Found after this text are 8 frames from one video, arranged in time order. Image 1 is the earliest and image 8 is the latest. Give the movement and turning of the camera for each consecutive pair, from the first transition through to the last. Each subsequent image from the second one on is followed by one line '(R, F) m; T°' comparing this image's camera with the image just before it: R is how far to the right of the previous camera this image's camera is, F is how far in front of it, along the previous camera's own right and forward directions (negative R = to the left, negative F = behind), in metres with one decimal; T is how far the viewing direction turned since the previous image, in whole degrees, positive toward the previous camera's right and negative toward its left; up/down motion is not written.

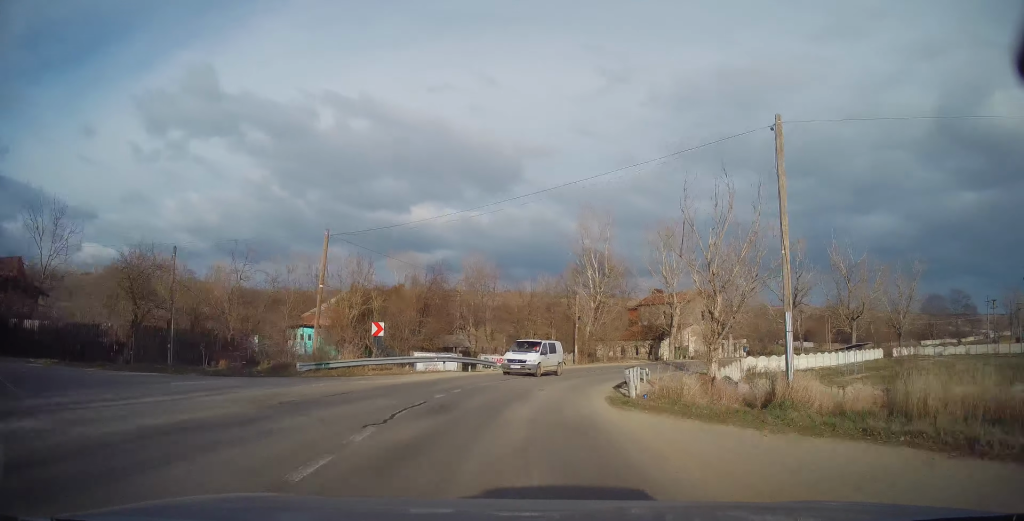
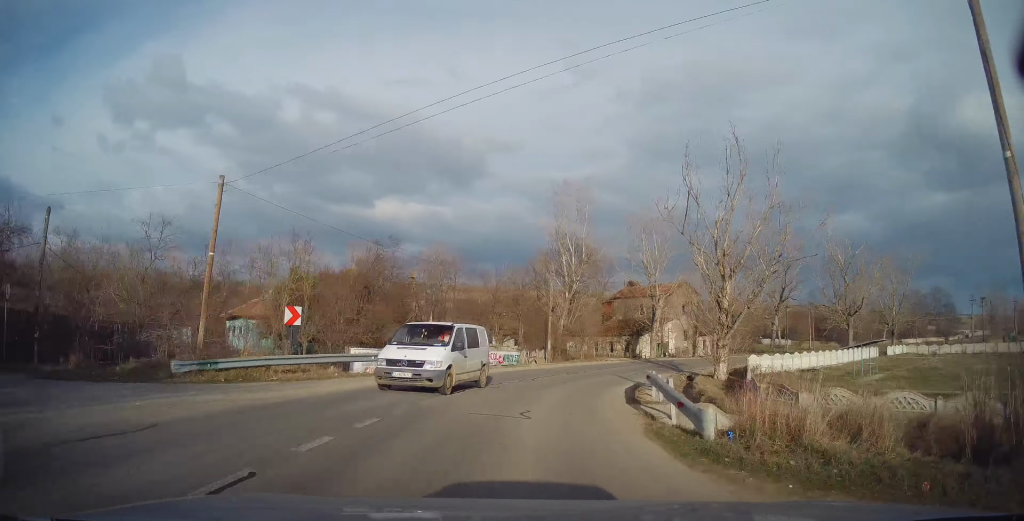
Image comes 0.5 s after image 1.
(+0.8, +7.2) m; +4°
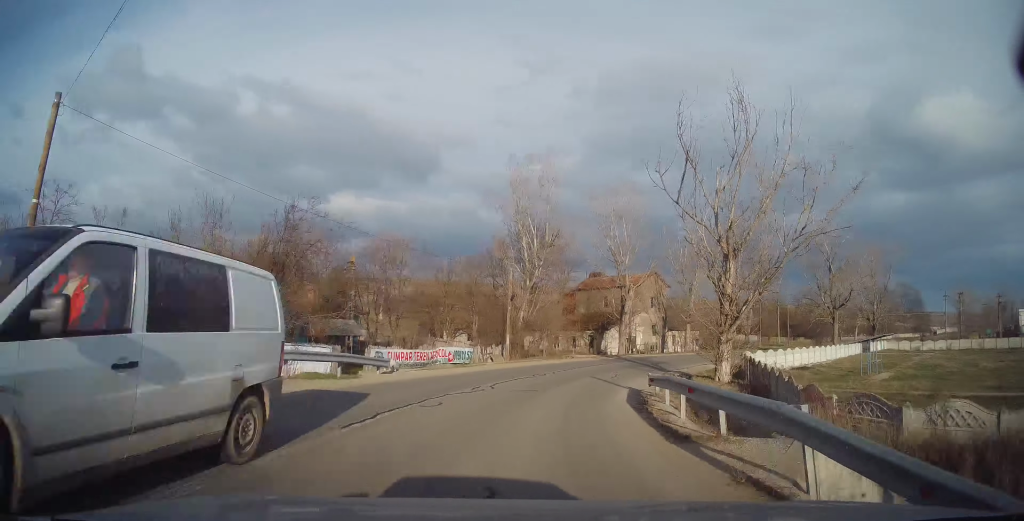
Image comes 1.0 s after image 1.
(+0.2, +6.4) m; +4°
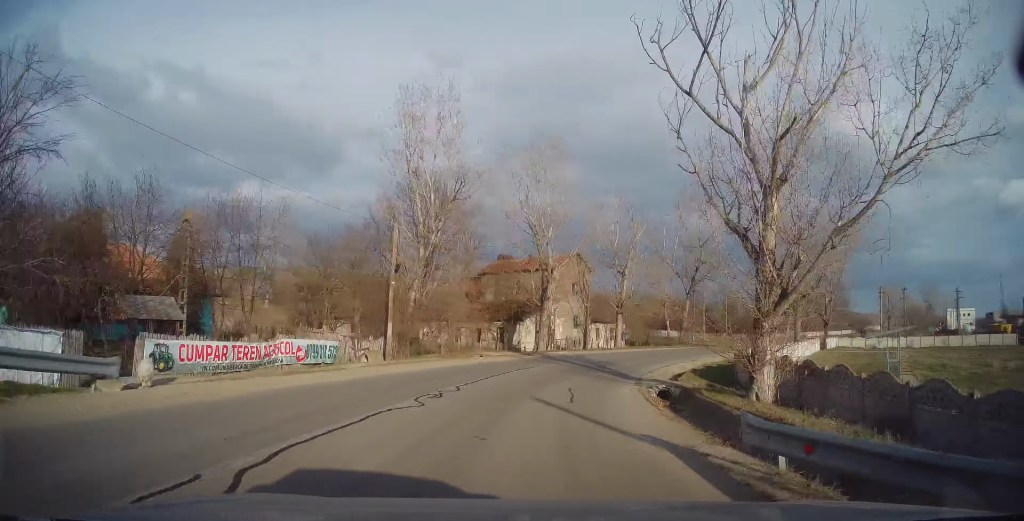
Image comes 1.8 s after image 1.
(+0.3, +11.6) m; +10°
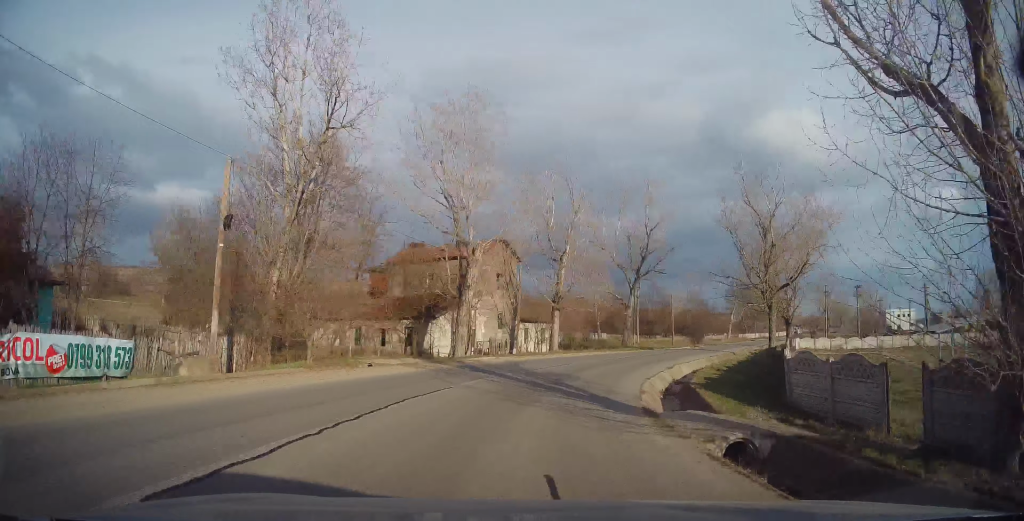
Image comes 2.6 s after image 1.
(+1.3, +10.3) m; +10°
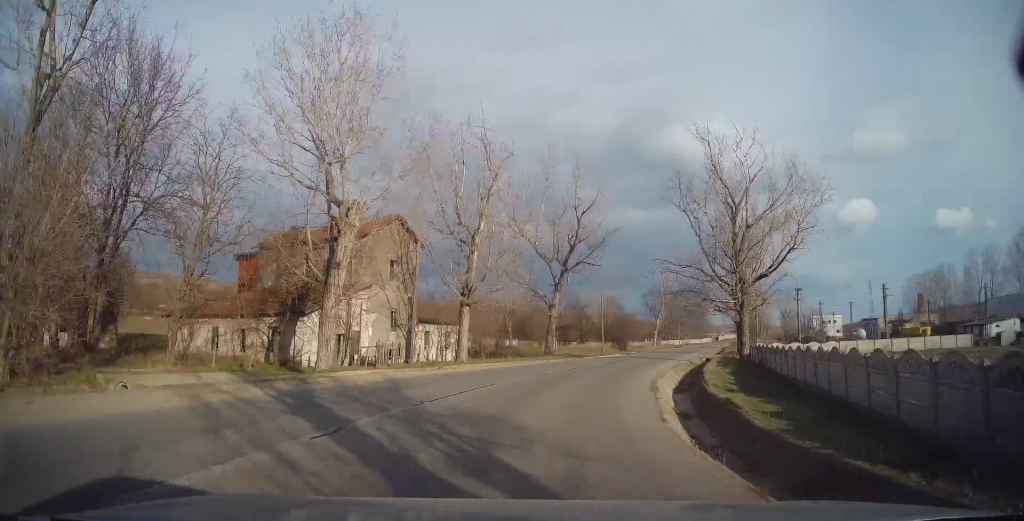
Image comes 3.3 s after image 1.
(+1.0, +10.6) m; +10°
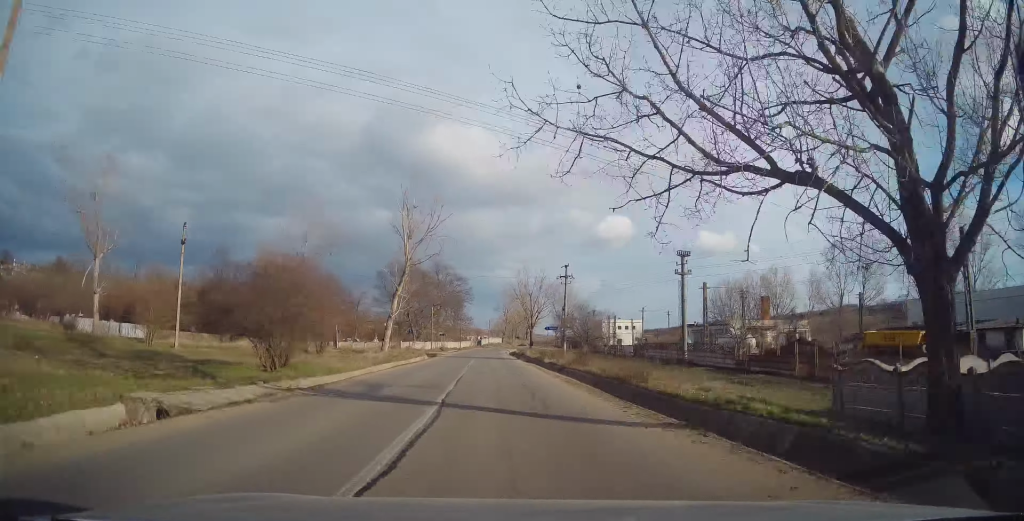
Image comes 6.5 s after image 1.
(+14.2, +48.0) m; +26°
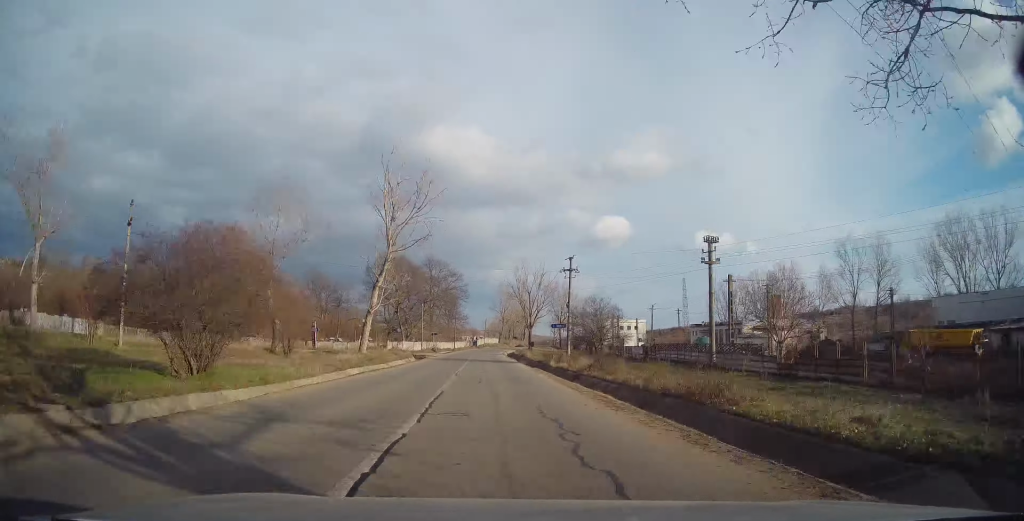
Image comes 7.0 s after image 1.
(+0.1, +7.2) m; +1°
